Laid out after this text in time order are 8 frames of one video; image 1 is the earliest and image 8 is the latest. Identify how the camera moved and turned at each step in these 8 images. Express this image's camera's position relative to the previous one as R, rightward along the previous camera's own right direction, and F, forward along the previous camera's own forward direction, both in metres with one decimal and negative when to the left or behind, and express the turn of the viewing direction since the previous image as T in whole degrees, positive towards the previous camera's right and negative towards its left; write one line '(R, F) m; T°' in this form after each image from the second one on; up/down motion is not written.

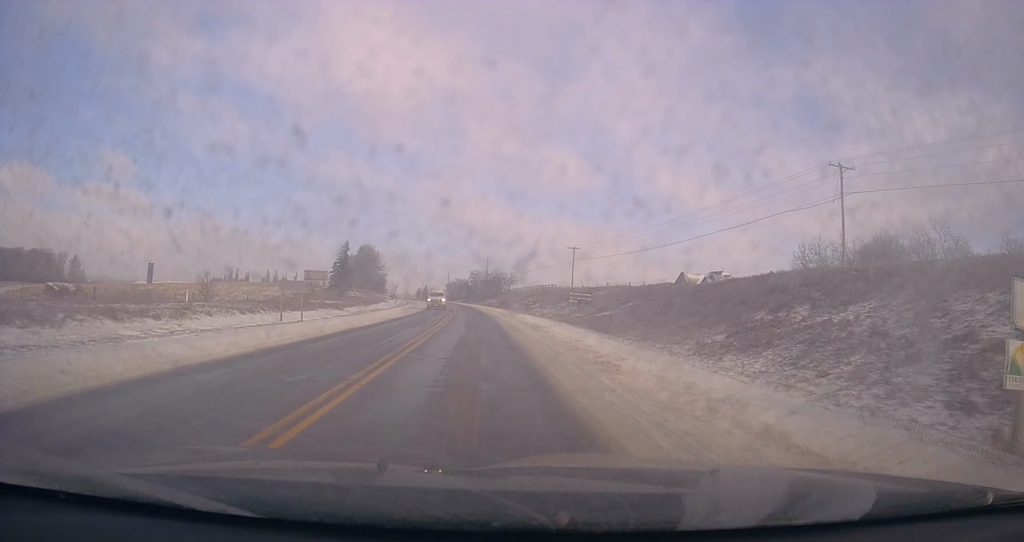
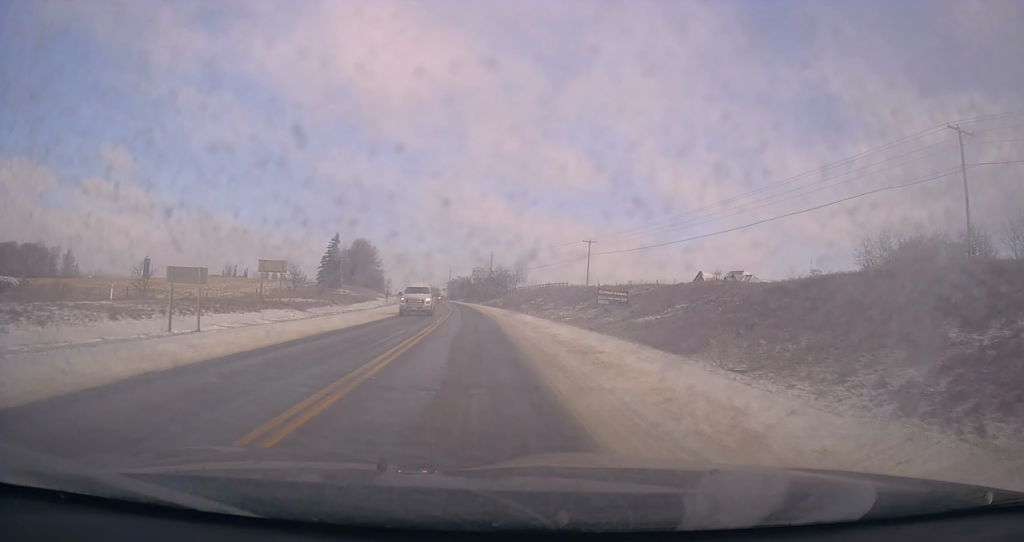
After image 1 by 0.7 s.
(-0.3, +13.9) m; 0°
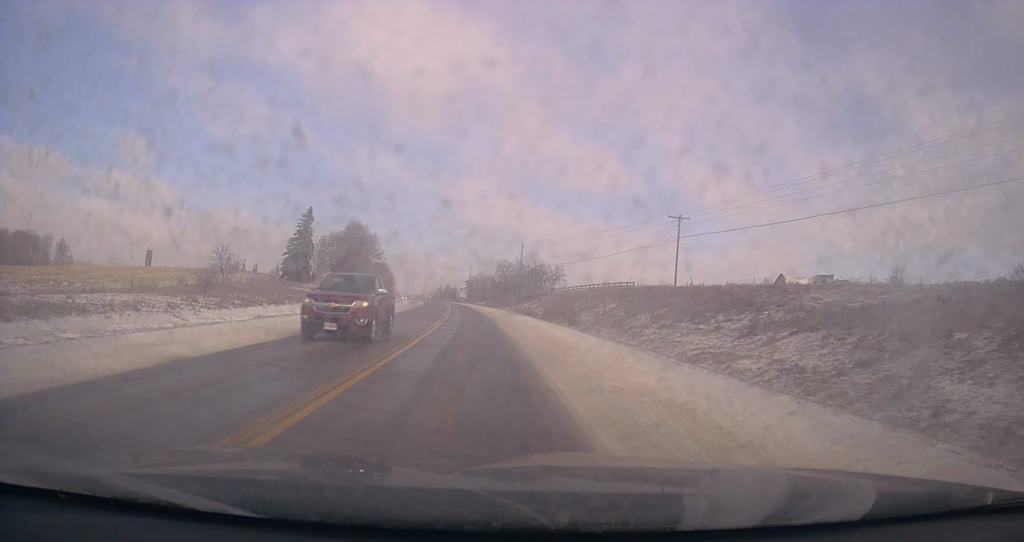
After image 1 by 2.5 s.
(-0.5, +38.0) m; -2°
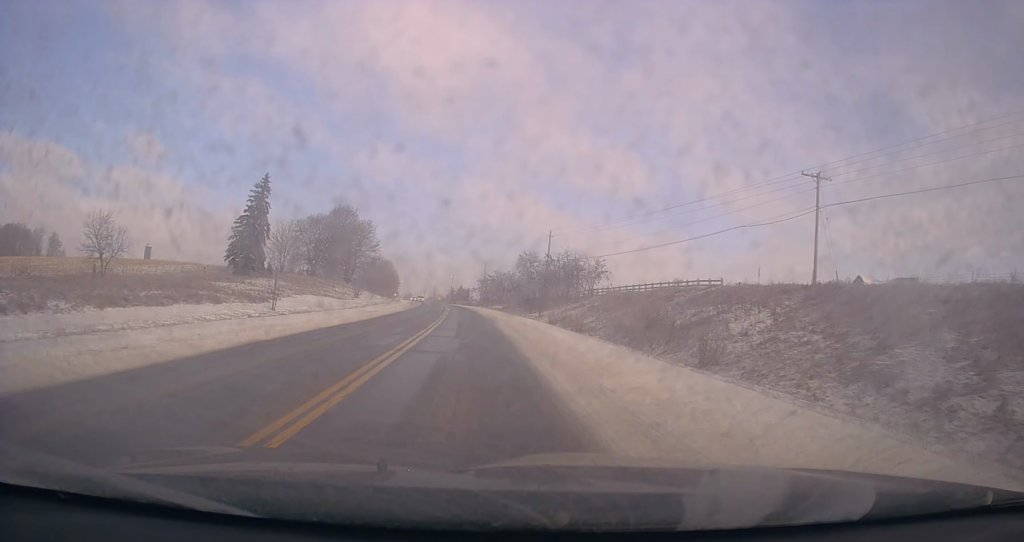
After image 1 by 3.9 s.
(+0.2, +27.4) m; 0°
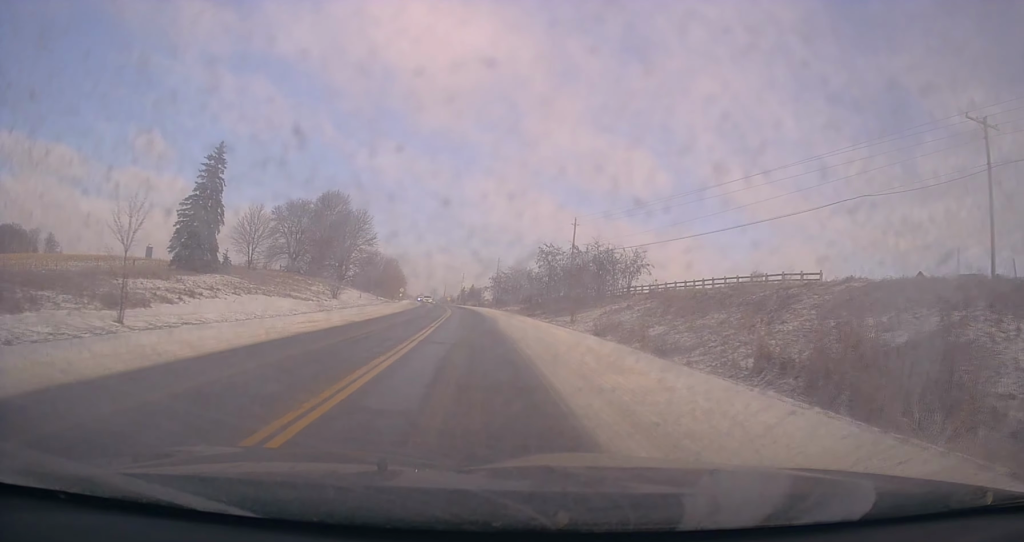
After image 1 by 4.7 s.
(-0.3, +16.8) m; -2°
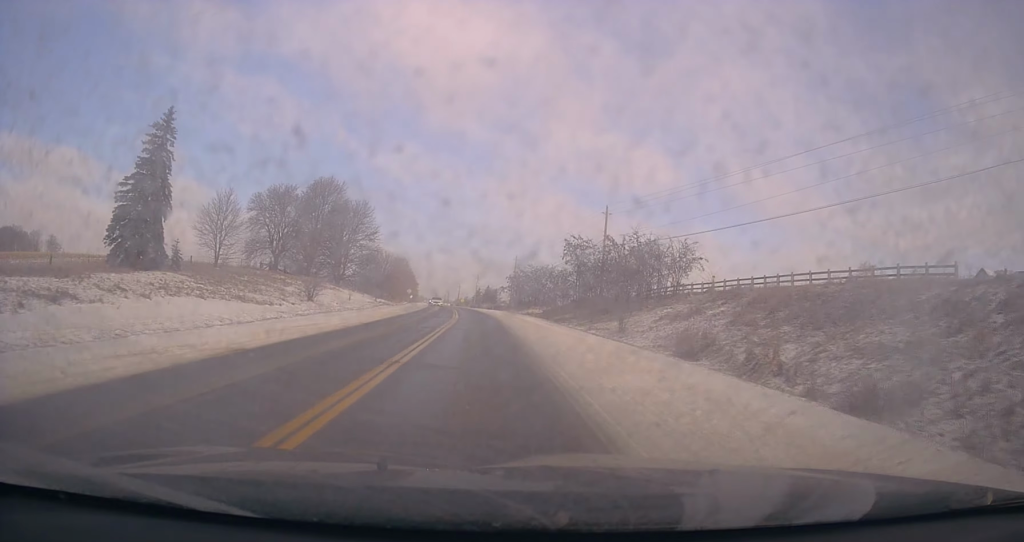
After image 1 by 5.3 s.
(-0.2, +12.8) m; -1°
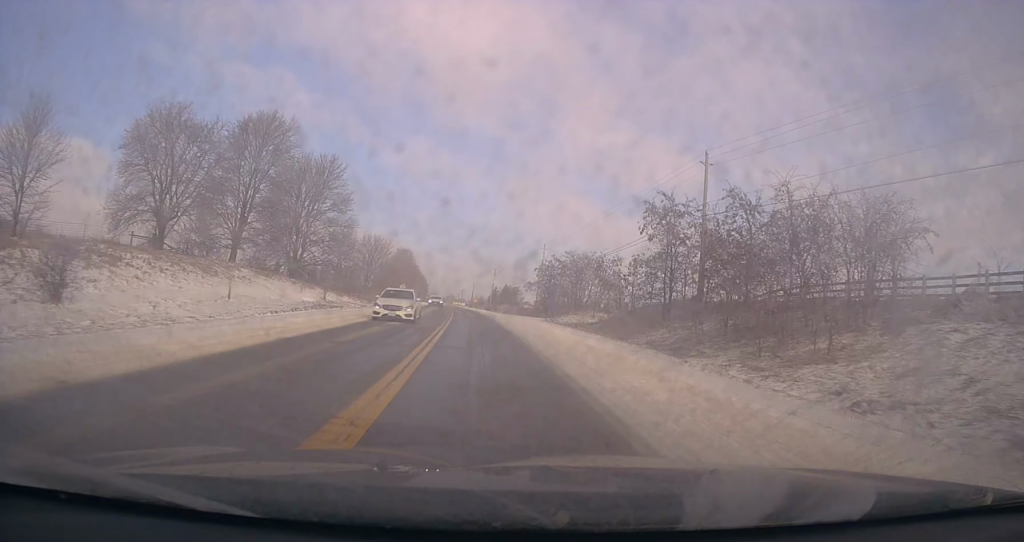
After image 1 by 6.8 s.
(-0.3, +30.7) m; -3°
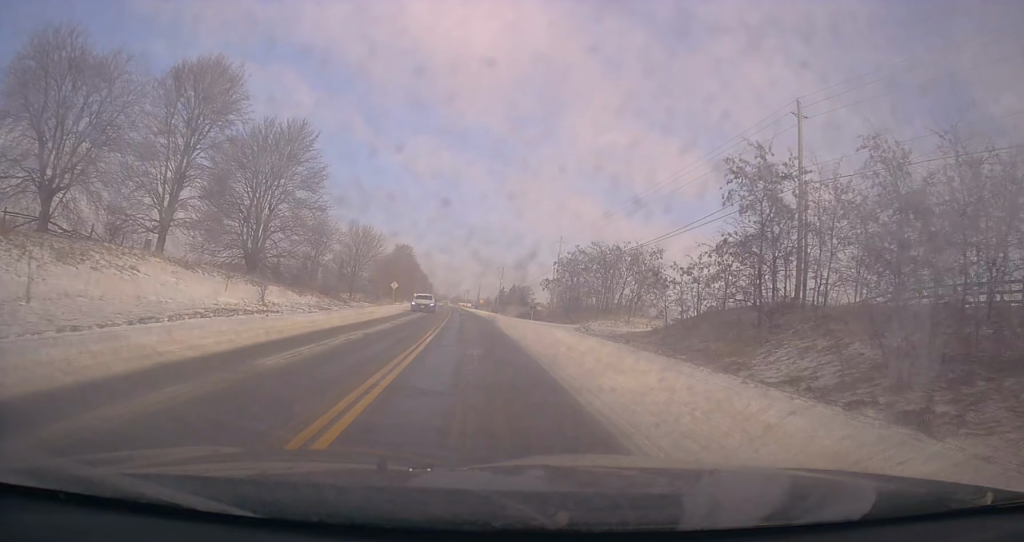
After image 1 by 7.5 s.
(-0.5, +14.5) m; -1°
